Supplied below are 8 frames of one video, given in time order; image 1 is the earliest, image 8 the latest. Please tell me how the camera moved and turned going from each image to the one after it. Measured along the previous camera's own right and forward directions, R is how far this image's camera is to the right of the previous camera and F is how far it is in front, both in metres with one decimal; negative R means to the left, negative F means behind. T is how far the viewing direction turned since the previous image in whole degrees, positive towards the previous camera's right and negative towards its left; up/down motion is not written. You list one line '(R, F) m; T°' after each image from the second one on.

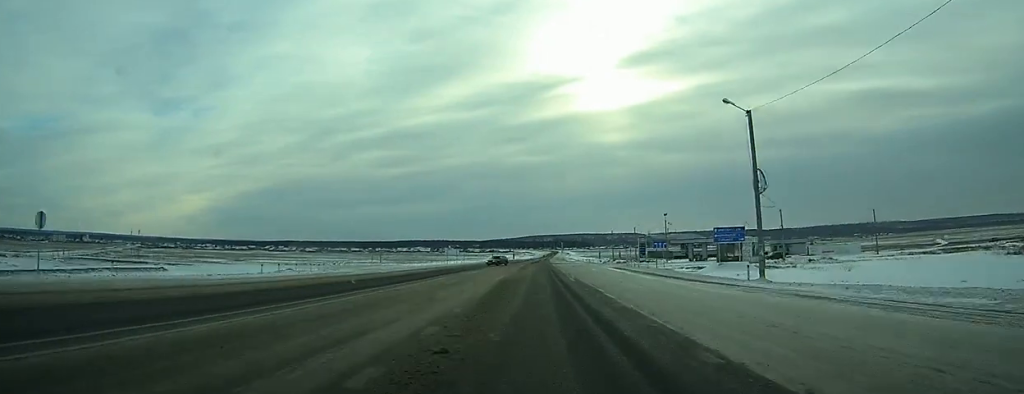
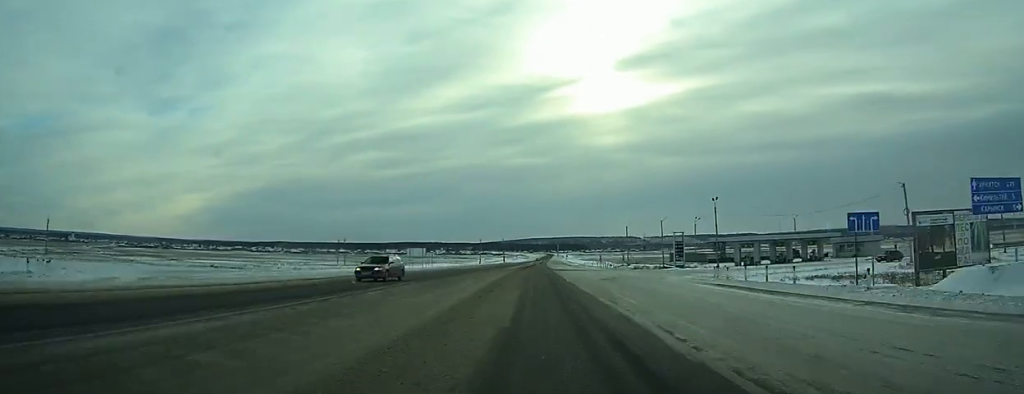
(+0.1, +40.6) m; 0°
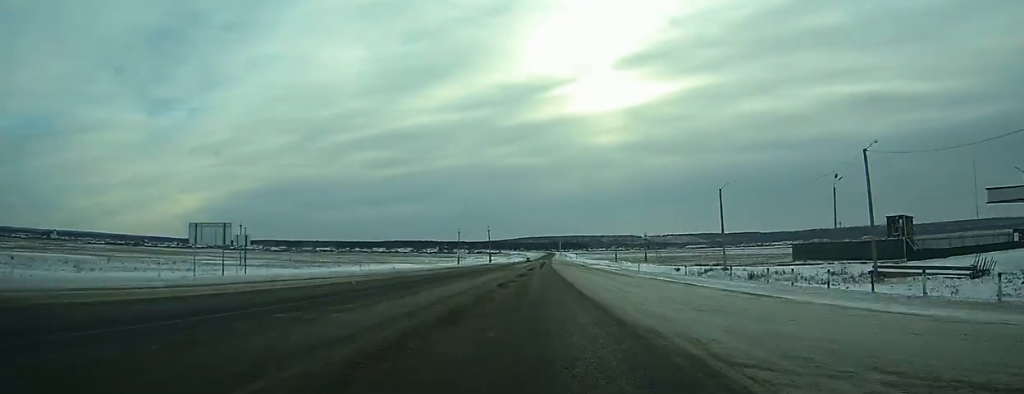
(+0.6, +75.9) m; +1°
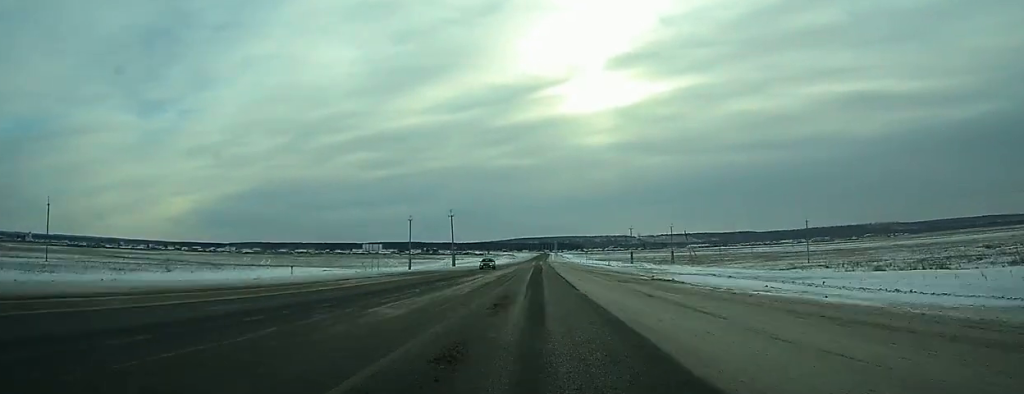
(+0.3, +66.4) m; 0°
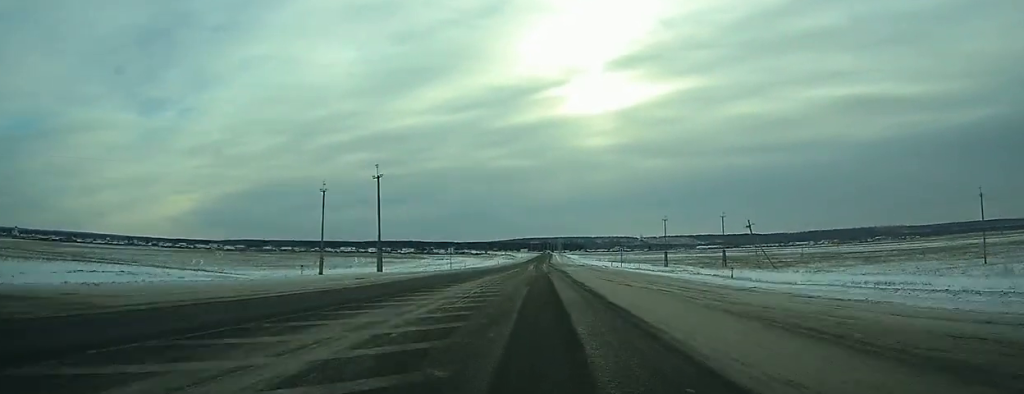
(-0.1, +54.5) m; 0°
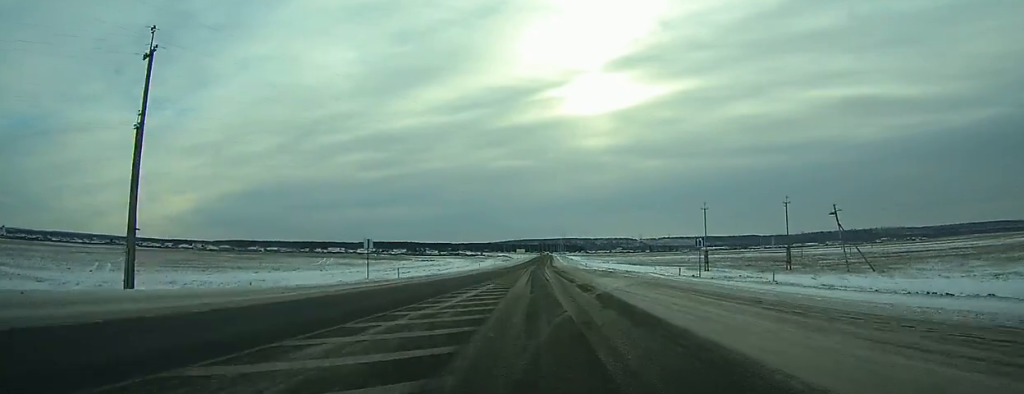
(-0.1, +39.1) m; 0°
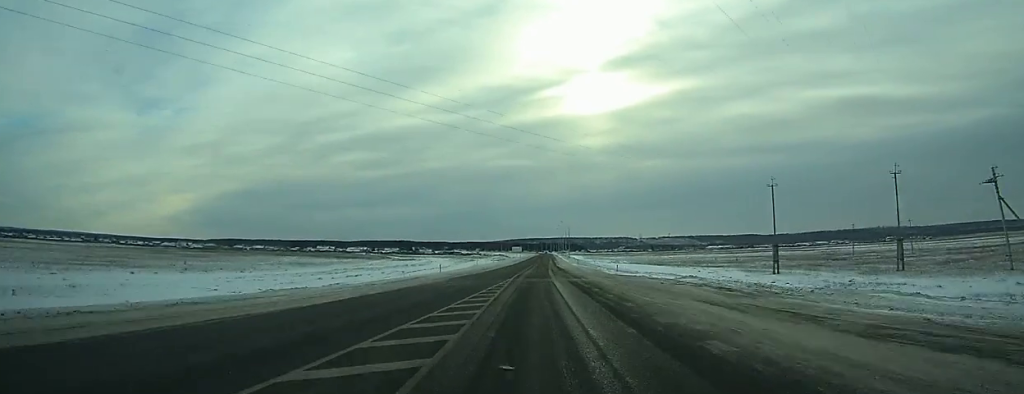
(-0.1, +38.5) m; 0°
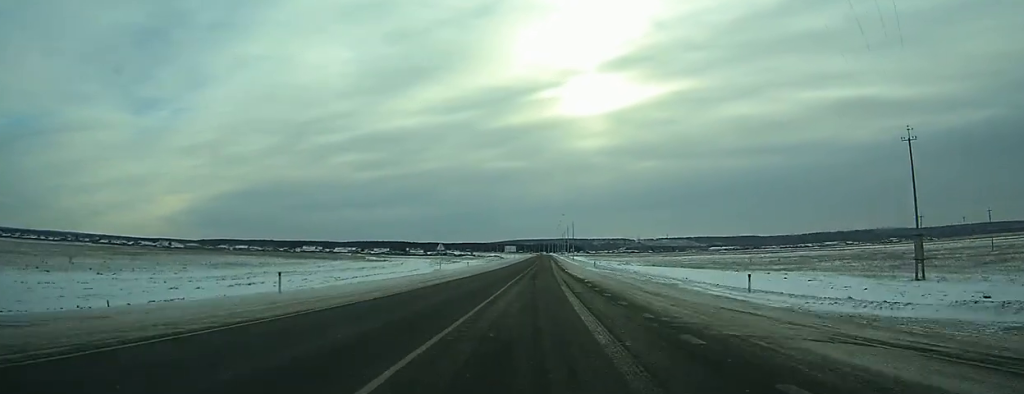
(+0.1, +36.4) m; 0°
